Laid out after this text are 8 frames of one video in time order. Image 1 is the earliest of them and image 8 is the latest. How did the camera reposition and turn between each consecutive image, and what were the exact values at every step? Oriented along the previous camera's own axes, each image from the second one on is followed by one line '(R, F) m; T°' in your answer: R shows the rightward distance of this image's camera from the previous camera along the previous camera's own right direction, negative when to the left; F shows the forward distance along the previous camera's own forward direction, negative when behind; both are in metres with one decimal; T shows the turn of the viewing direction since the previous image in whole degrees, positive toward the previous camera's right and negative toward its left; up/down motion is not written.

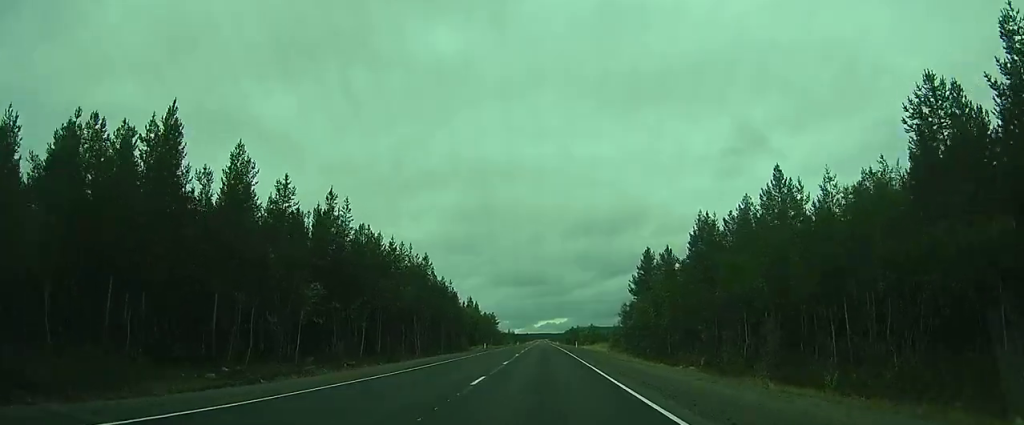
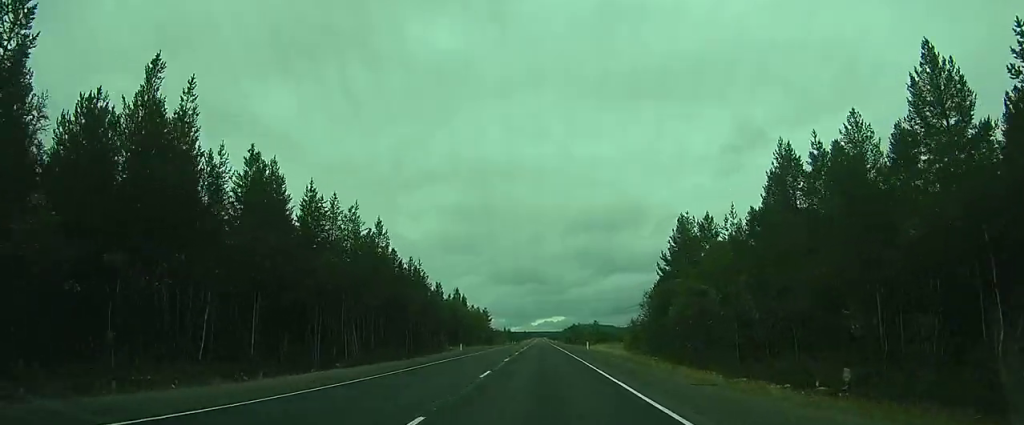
(-0.1, +20.8) m; 0°
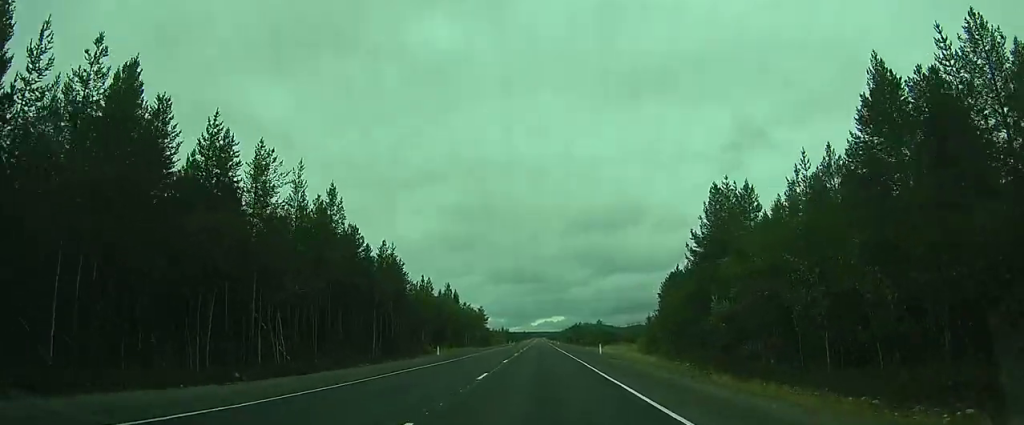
(-0.1, +12.0) m; 0°
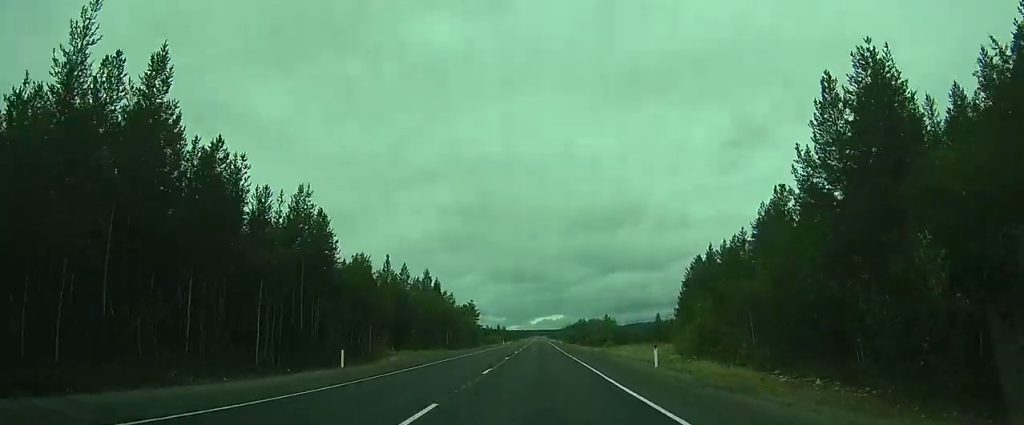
(+0.3, +19.4) m; +1°
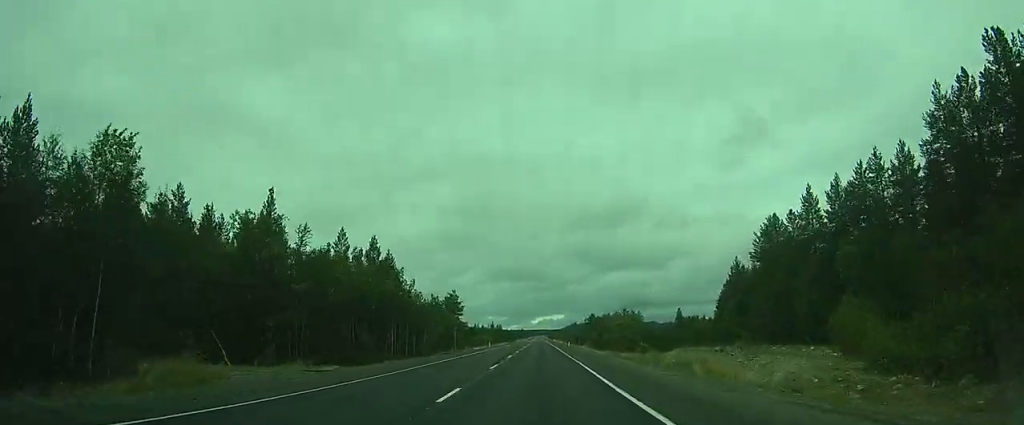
(+0.2, +27.1) m; +1°
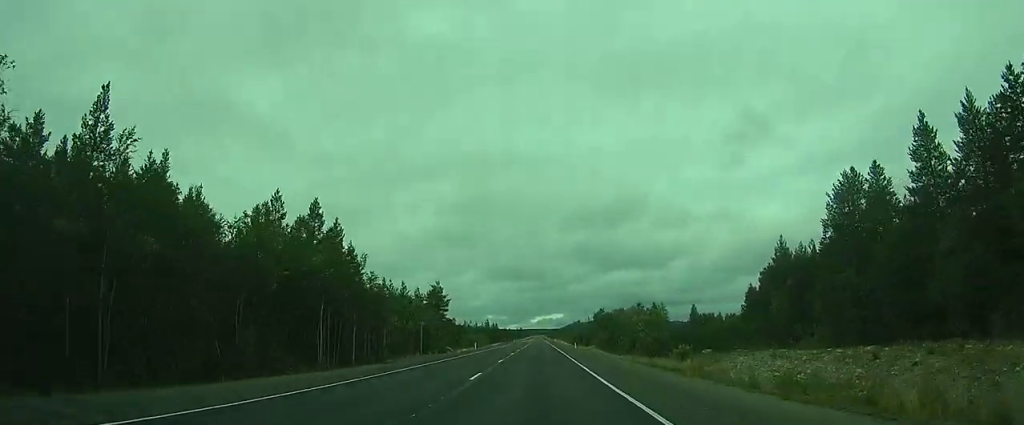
(+0.1, +13.9) m; 0°
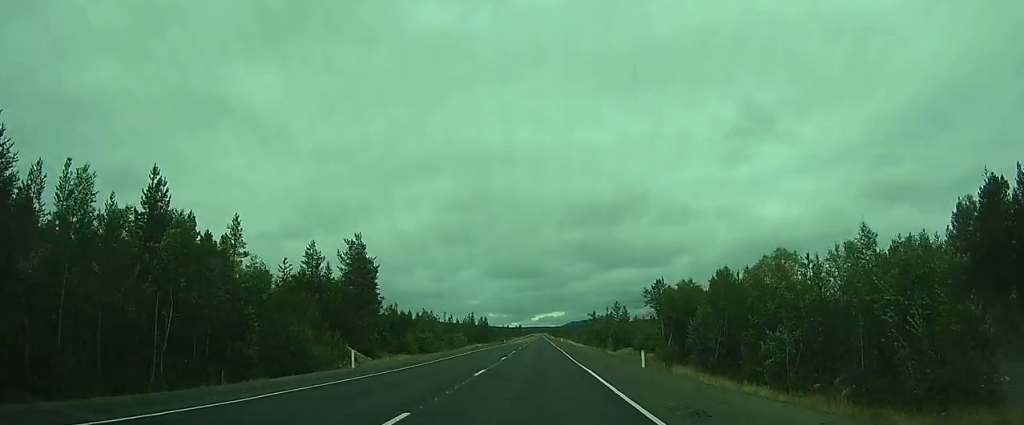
(0.0, +39.5) m; 0°
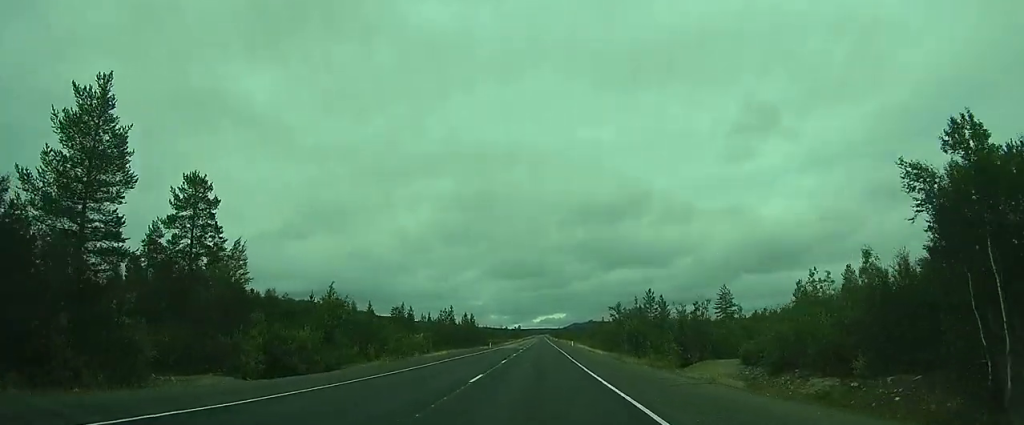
(-0.1, +40.5) m; 0°
